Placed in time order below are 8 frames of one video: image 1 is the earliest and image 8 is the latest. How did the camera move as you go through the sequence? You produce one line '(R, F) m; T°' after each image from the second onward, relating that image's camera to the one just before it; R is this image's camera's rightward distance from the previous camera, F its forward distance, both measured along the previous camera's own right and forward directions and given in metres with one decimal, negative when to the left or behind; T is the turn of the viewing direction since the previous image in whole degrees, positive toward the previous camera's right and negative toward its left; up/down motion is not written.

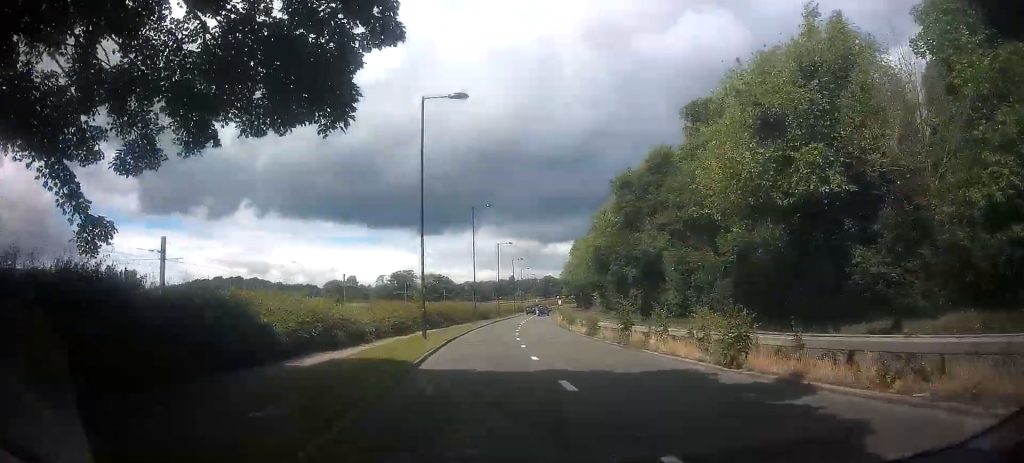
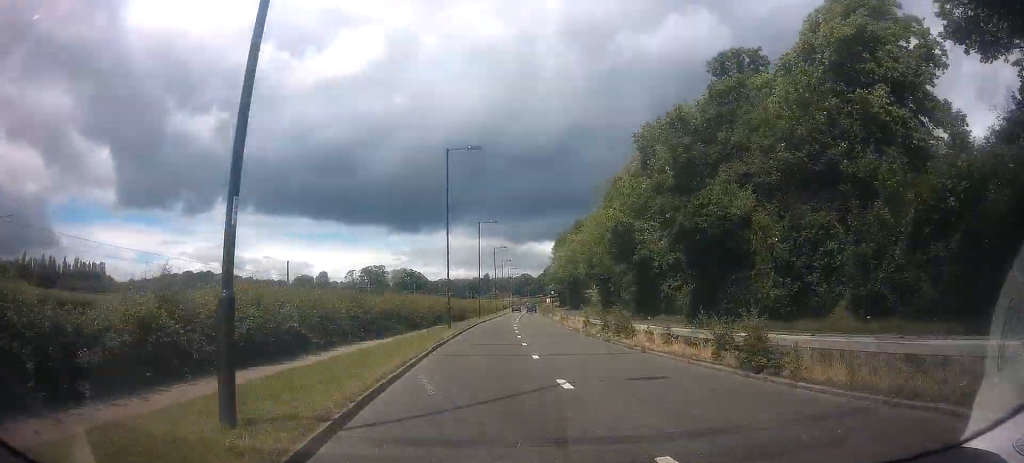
(+0.5, +16.9) m; +2°
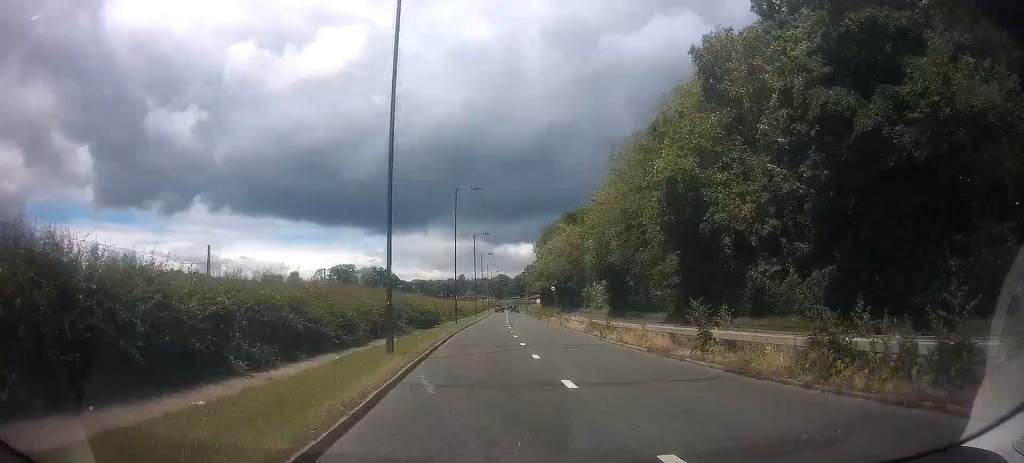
(+0.3, +17.1) m; +2°
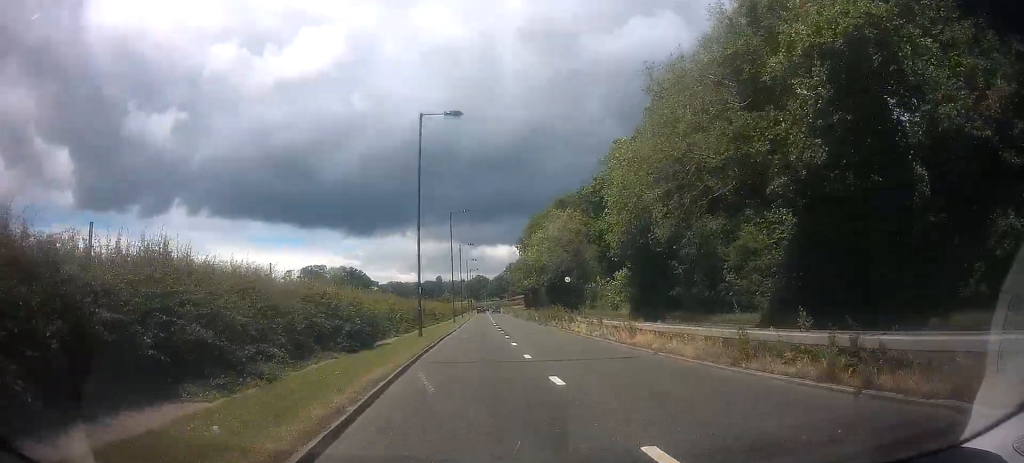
(+0.3, +16.6) m; +2°
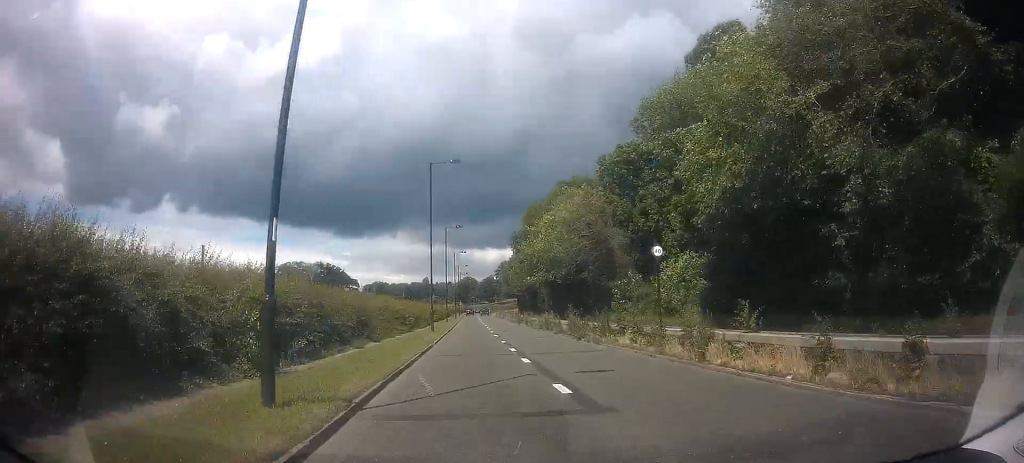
(+0.4, +17.6) m; +2°
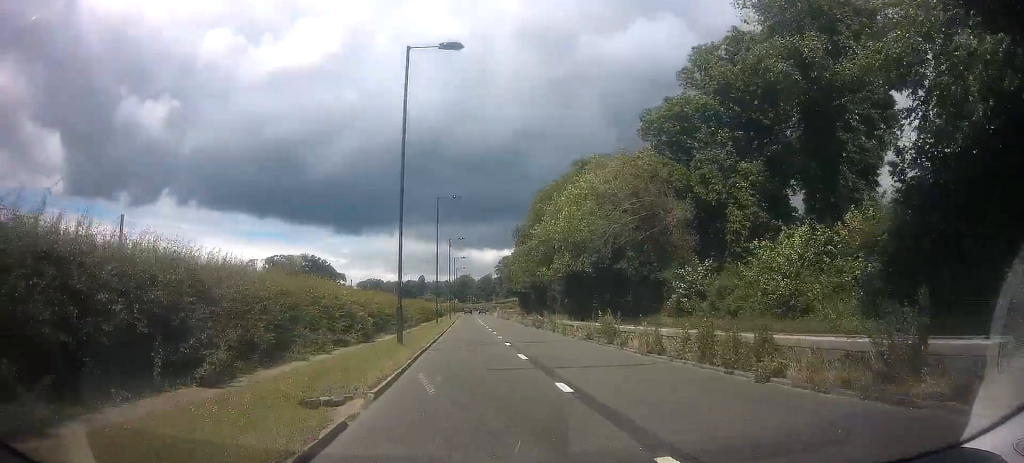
(0.0, +15.6) m; +2°
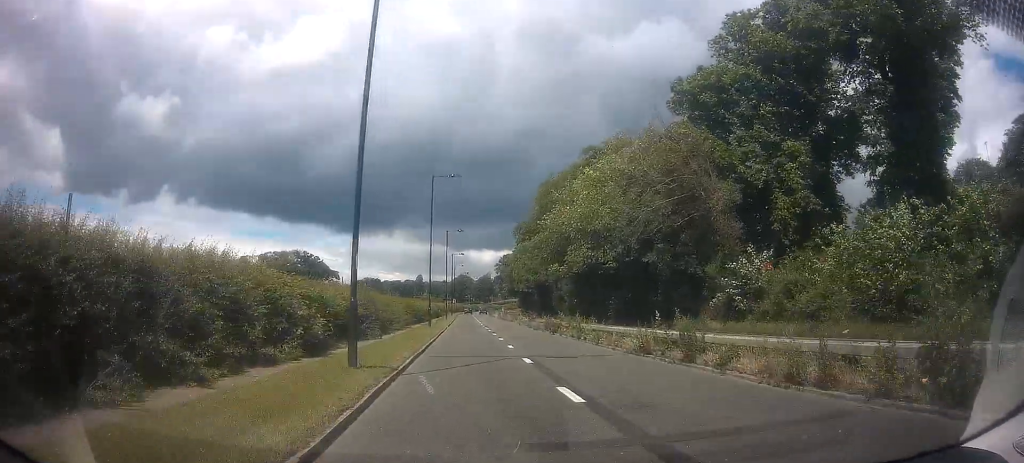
(+0.2, +7.5) m; 0°
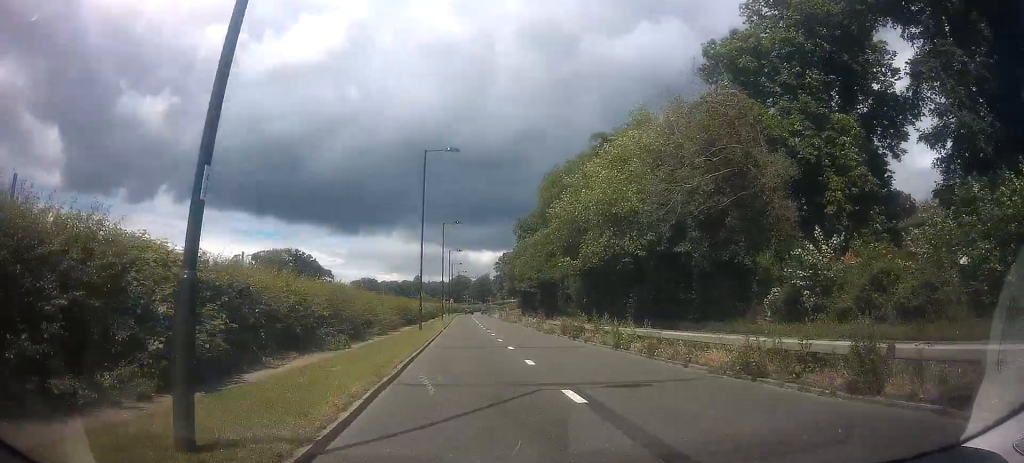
(+0.2, +6.5) m; 0°
